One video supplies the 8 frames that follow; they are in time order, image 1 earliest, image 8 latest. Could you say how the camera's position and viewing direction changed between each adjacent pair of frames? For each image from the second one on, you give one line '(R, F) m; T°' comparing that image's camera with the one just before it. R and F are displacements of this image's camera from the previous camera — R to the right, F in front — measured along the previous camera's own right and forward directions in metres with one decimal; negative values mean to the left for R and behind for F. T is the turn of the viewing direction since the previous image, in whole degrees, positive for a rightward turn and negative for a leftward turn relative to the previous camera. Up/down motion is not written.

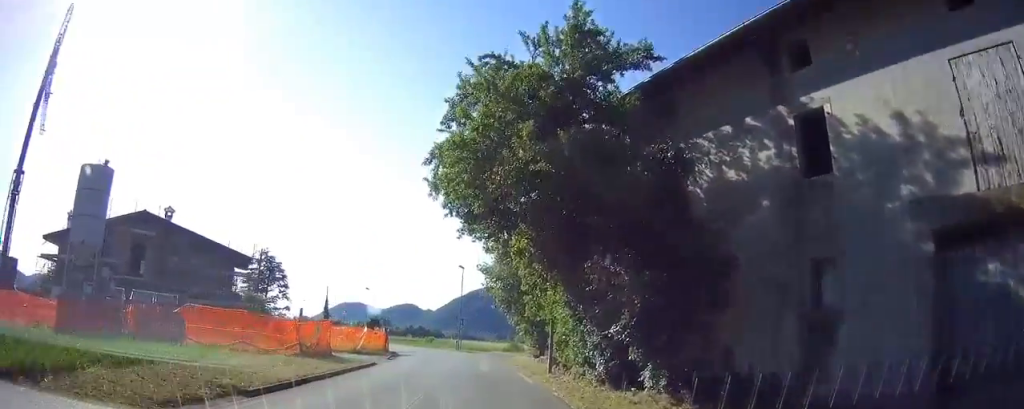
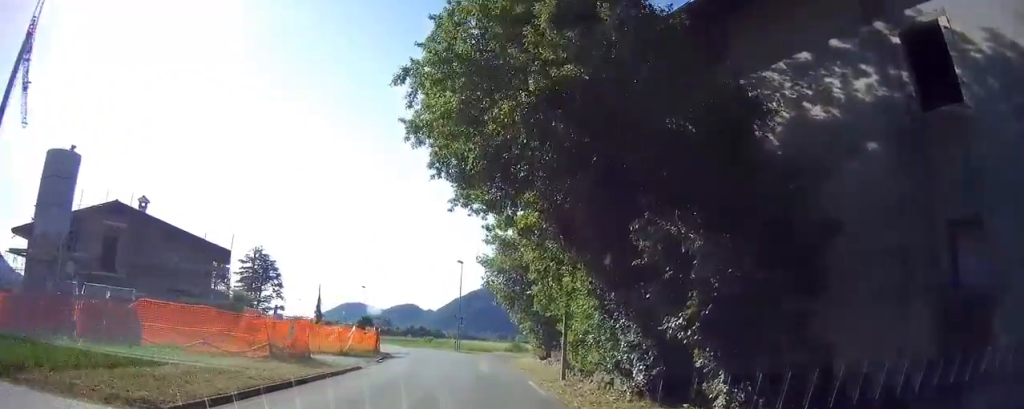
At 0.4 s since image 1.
(0.0, +3.9) m; 0°
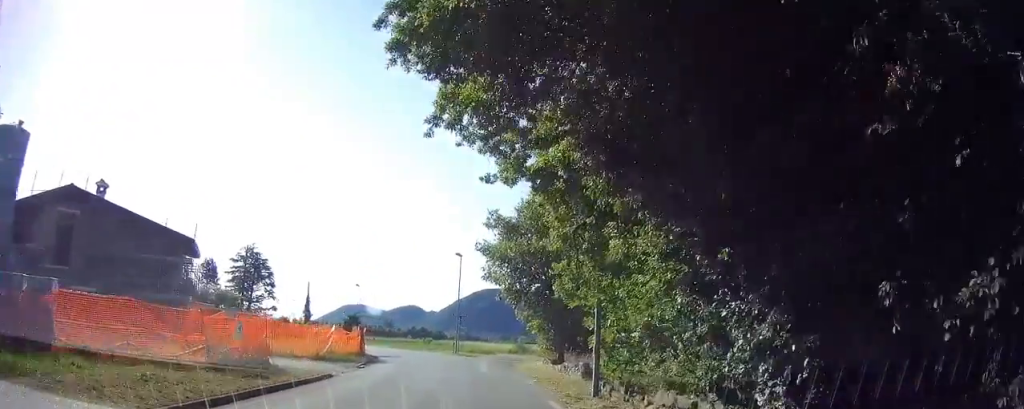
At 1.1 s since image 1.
(0.0, +5.9) m; -1°
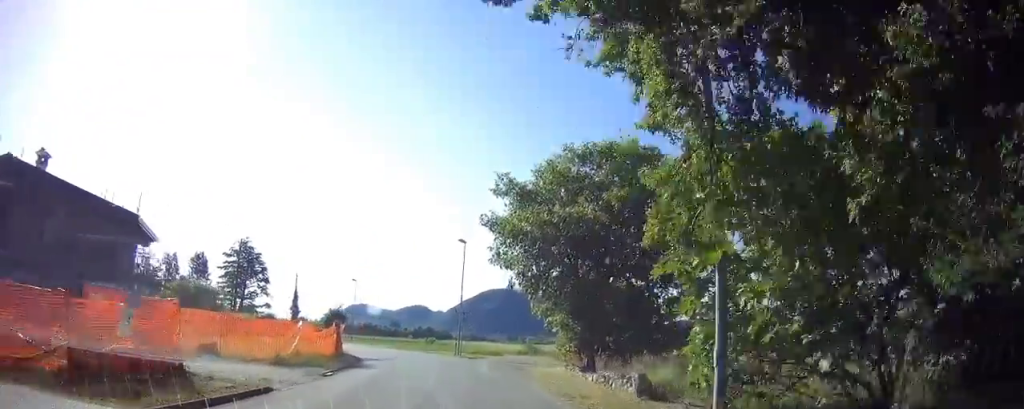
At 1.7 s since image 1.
(0.0, +6.2) m; -3°
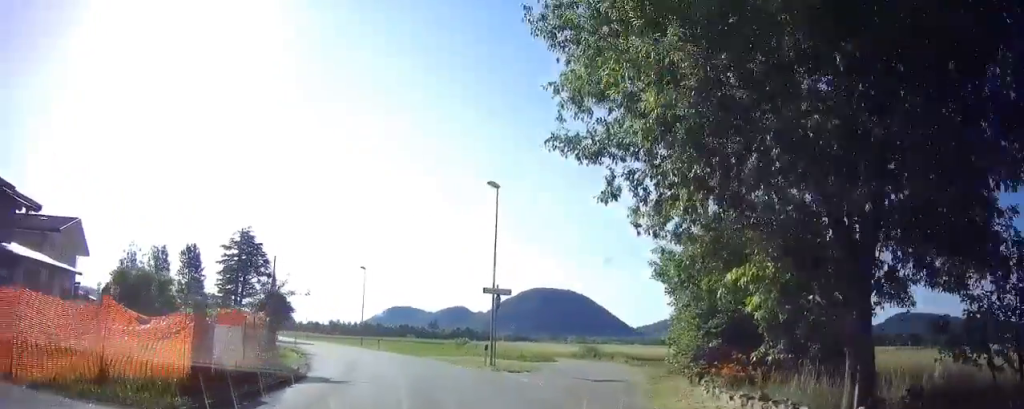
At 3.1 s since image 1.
(-1.3, +14.3) m; -11°
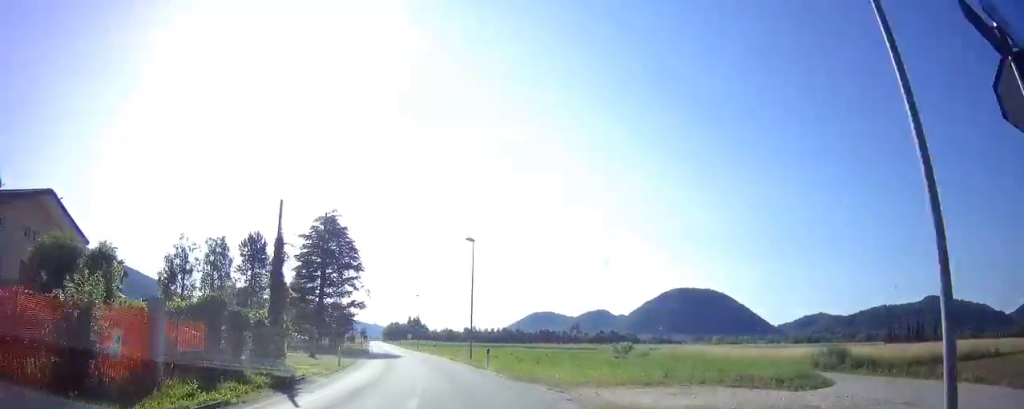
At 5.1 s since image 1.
(-3.2, +21.5) m; -12°
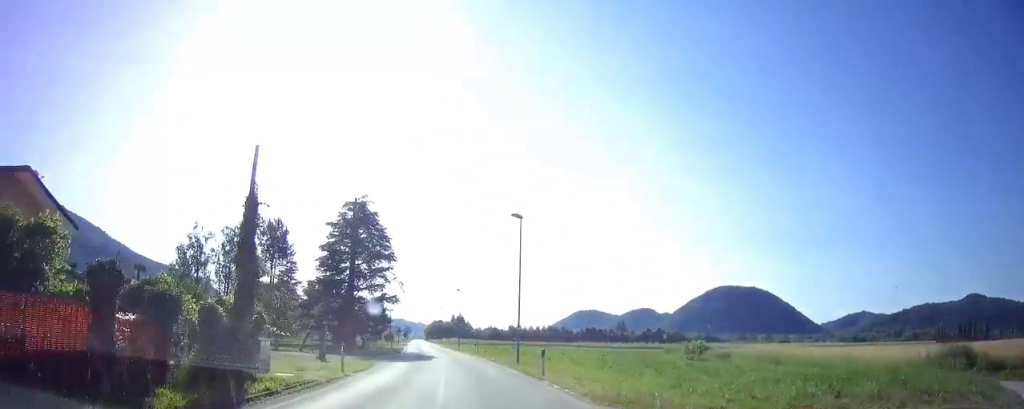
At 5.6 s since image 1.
(+0.2, +6.8) m; -1°
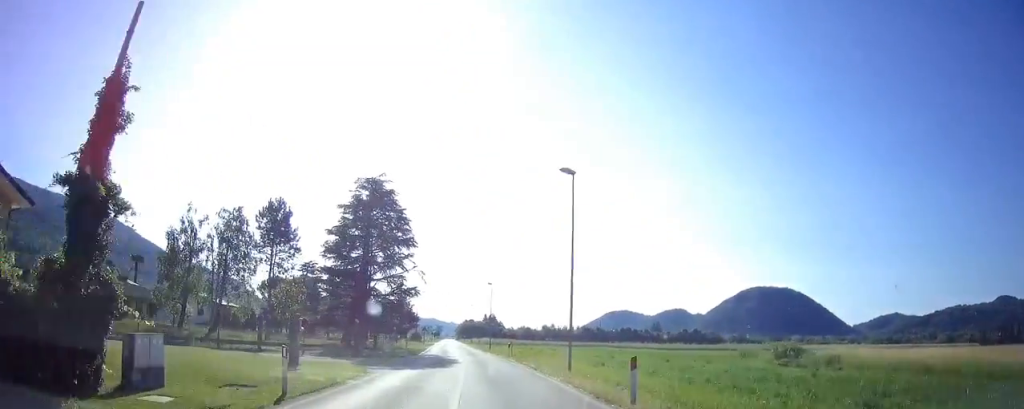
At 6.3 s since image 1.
(-0.1, +8.8) m; -2°
